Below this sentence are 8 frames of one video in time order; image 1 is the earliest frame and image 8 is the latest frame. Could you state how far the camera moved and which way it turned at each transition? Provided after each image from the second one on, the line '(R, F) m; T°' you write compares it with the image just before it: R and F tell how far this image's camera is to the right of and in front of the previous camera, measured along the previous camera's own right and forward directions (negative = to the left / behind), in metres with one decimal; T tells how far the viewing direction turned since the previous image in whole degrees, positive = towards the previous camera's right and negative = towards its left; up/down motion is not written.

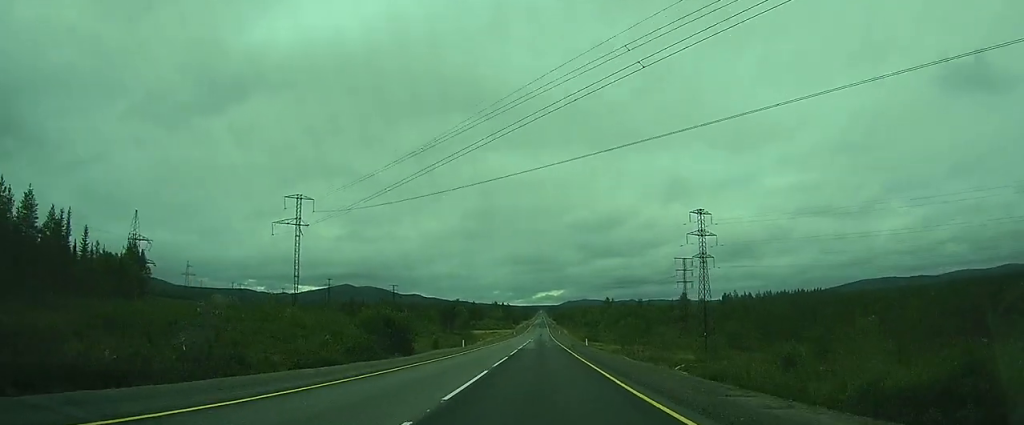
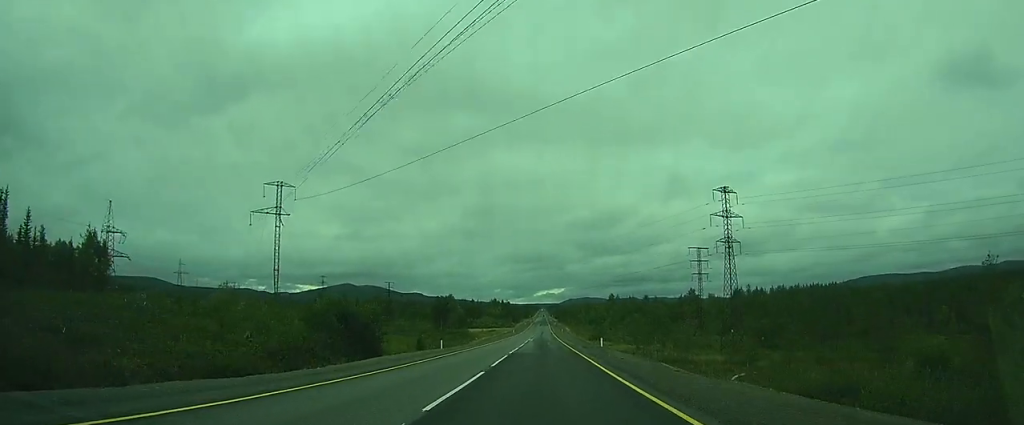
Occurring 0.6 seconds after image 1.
(+0.8, +14.2) m; +4°
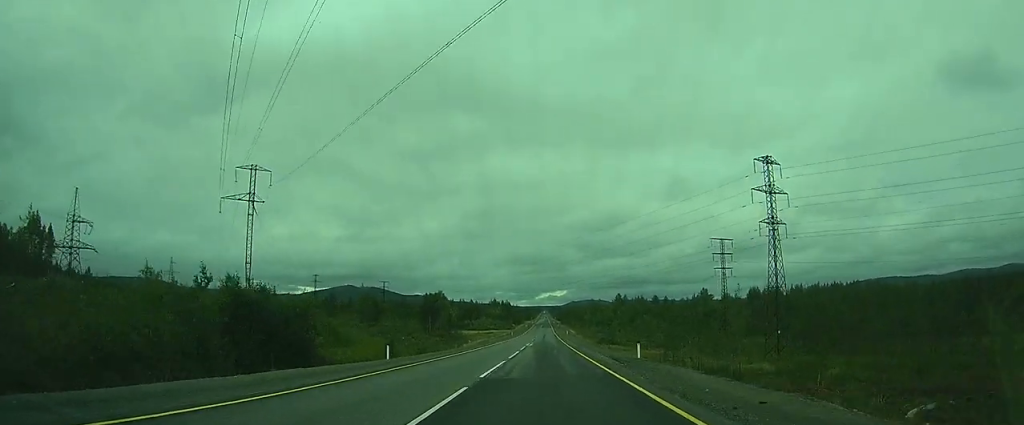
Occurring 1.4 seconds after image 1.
(+0.3, +17.4) m; +1°
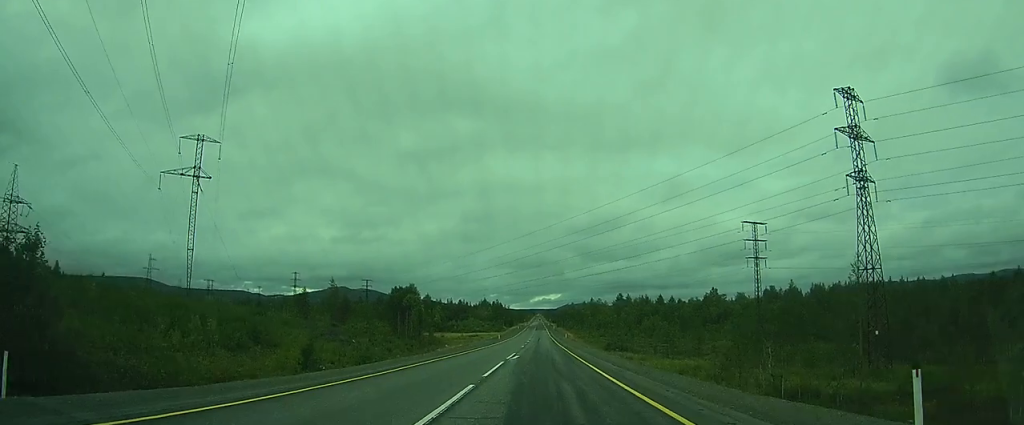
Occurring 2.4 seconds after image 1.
(+0.1, +23.7) m; 0°
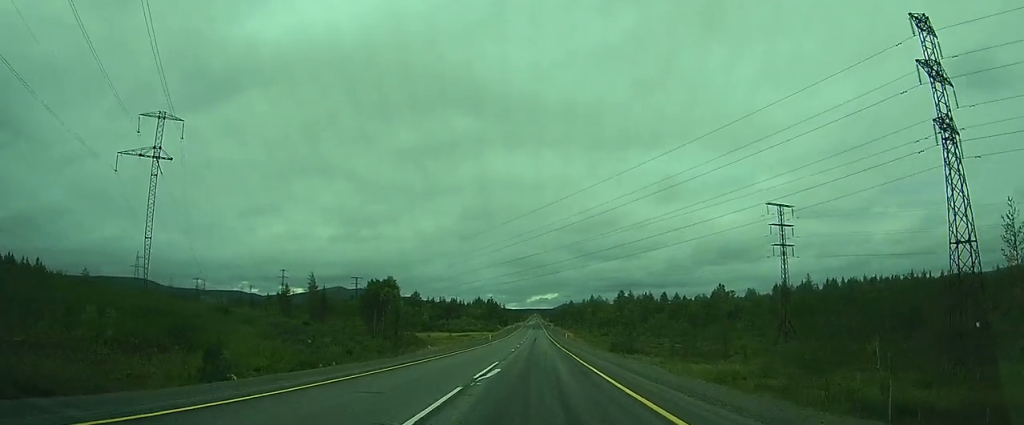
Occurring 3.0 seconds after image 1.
(0.0, +13.9) m; 0°
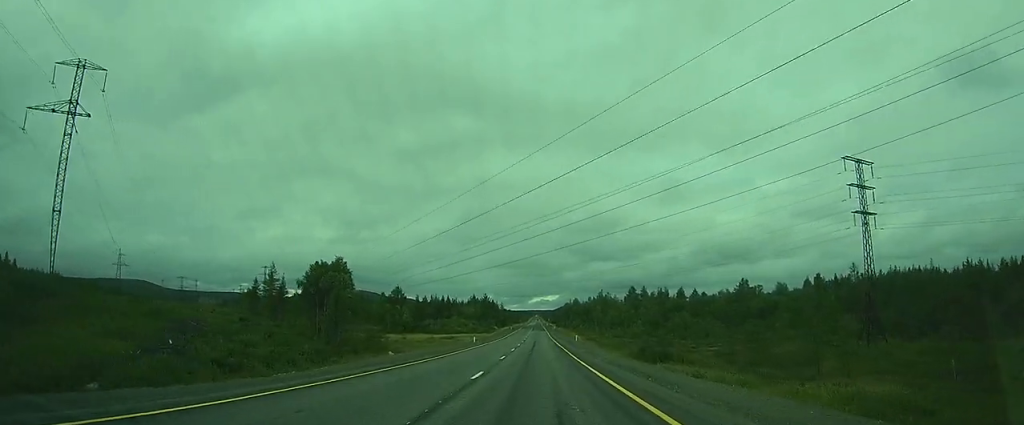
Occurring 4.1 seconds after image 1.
(-0.1, +25.8) m; 0°
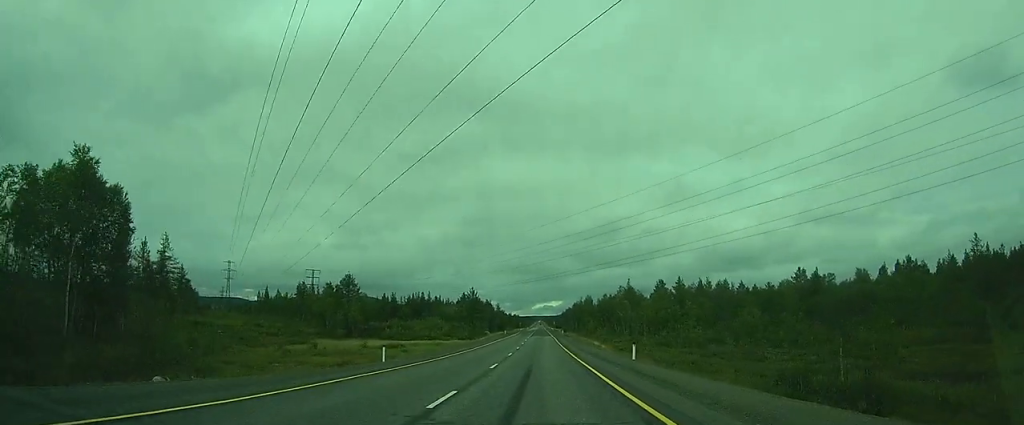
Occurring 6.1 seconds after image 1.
(-0.2, +46.2) m; 0°
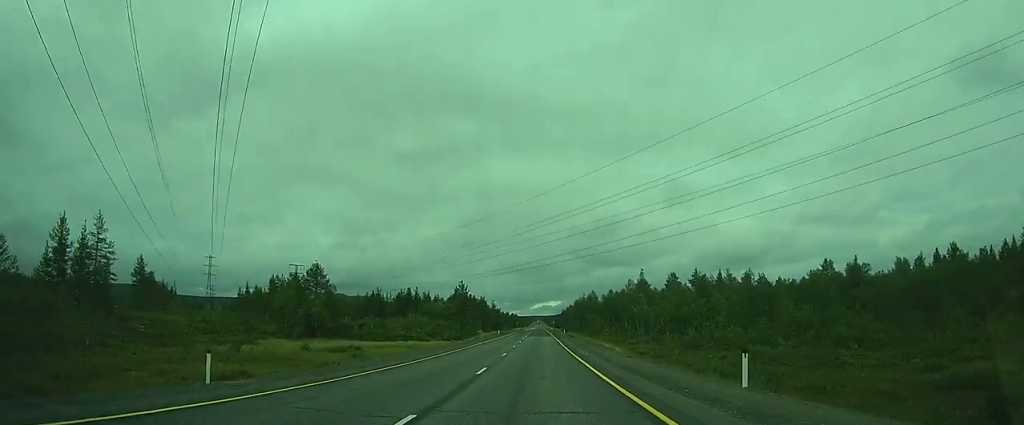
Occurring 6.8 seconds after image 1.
(0.0, +17.7) m; 0°
